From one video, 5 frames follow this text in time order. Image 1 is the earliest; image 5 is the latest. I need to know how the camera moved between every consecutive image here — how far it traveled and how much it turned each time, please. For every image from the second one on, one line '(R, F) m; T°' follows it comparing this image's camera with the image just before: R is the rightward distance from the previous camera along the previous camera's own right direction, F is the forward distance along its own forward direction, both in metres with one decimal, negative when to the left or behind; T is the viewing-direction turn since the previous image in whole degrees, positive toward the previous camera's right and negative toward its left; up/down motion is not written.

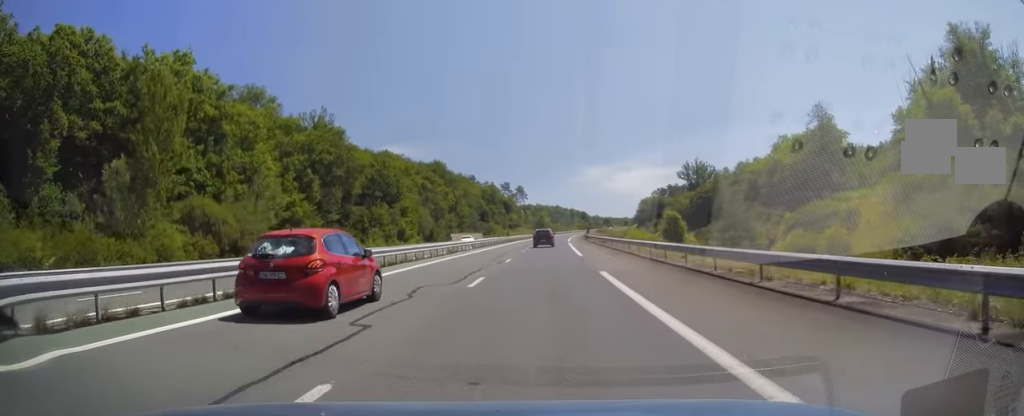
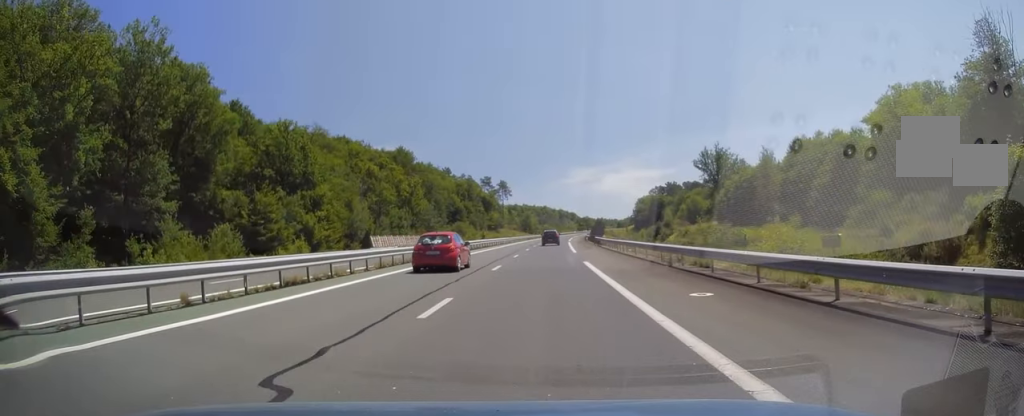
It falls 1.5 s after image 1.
(+0.7, +44.2) m; +1°
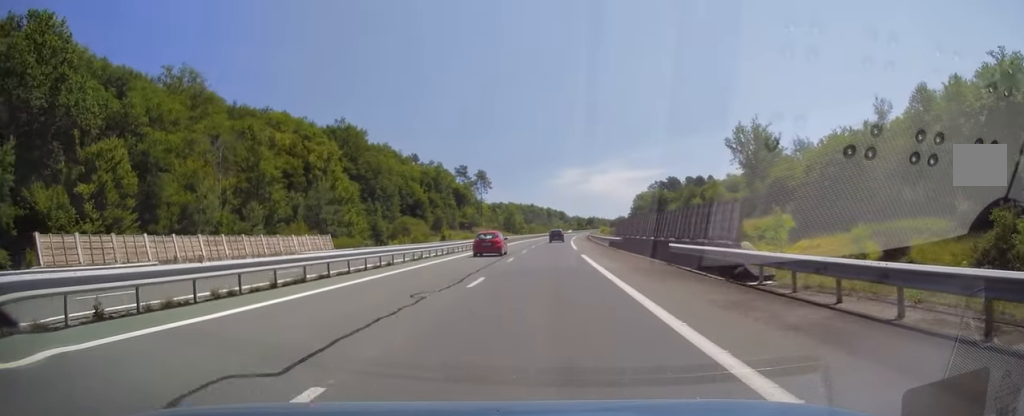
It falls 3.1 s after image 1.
(0.0, +46.2) m; +1°
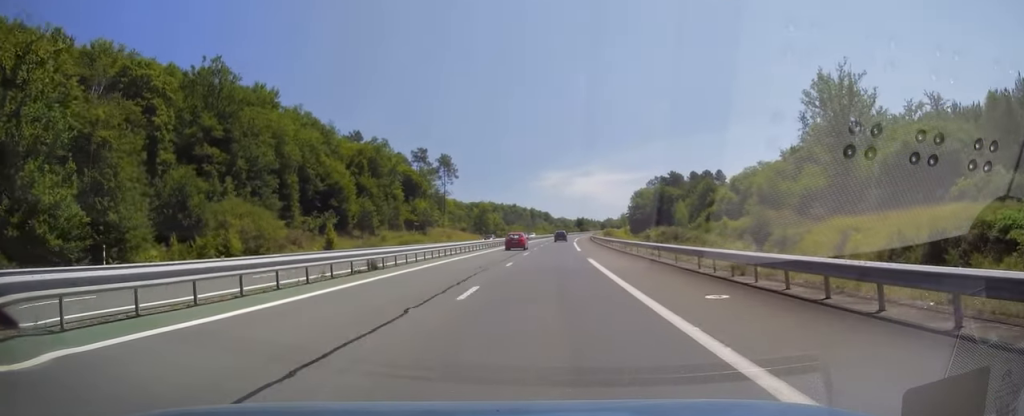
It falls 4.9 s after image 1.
(+1.6, +54.1) m; +2°
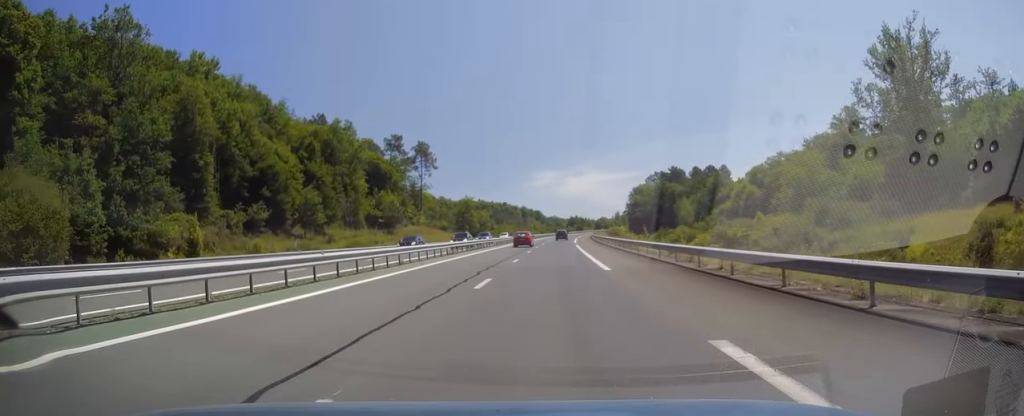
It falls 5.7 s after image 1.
(-0.3, +23.6) m; +1°
